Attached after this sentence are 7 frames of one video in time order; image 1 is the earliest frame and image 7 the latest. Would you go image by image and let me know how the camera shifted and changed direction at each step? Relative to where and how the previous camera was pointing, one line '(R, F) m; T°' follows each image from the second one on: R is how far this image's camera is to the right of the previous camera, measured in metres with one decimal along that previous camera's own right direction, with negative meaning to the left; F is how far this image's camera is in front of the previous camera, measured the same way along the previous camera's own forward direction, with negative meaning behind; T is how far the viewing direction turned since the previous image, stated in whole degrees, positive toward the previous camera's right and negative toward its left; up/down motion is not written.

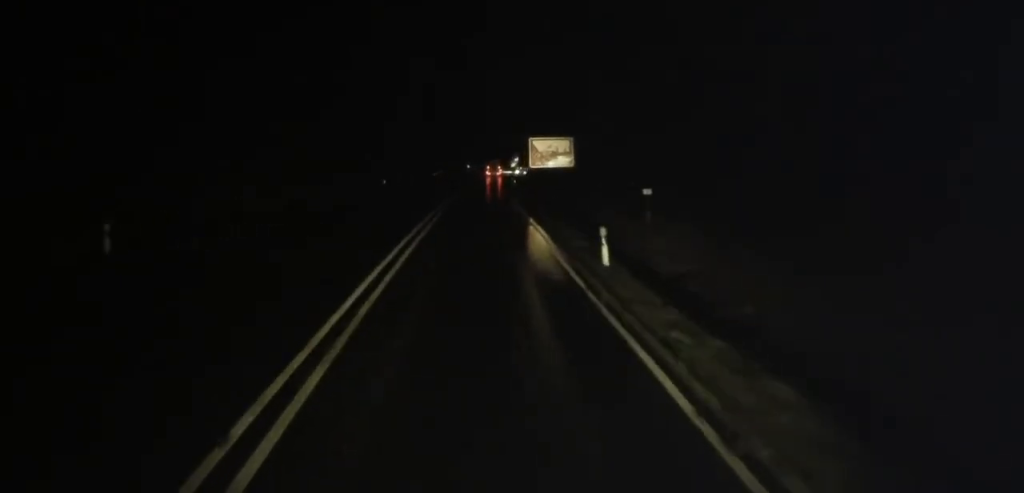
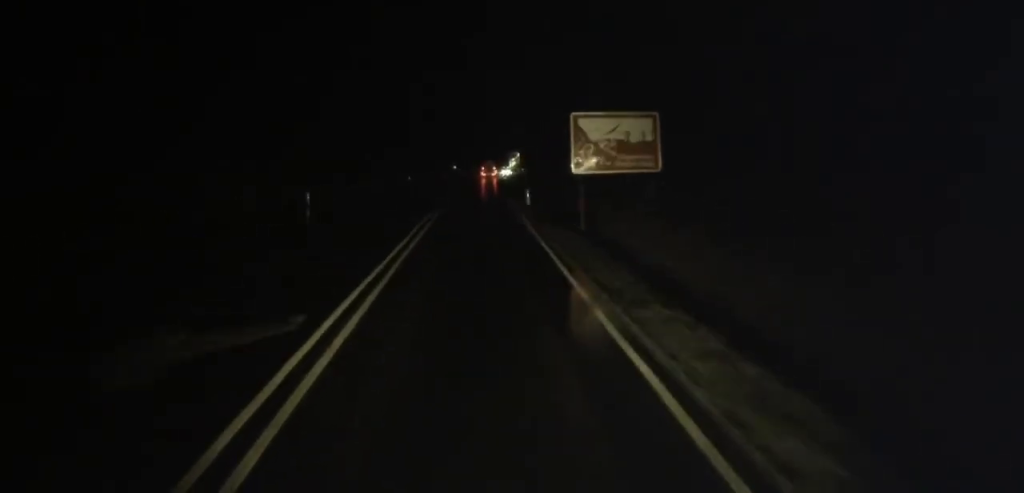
(+0.5, +27.3) m; +1°
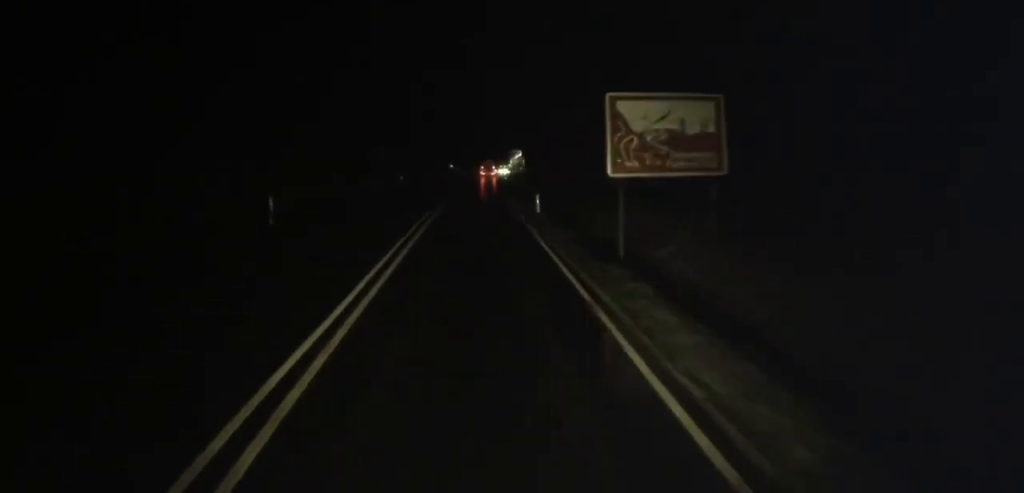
(-0.1, +7.1) m; 0°
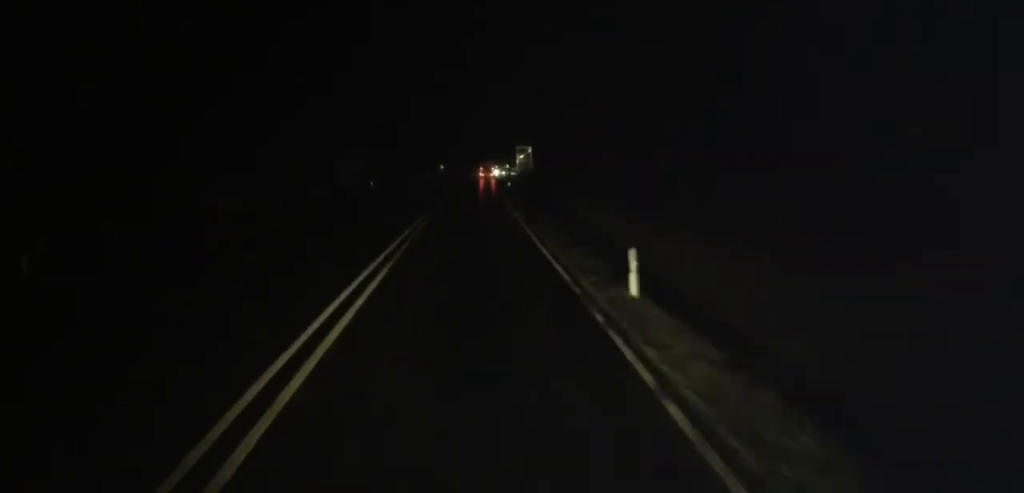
(-0.3, +19.6) m; -1°
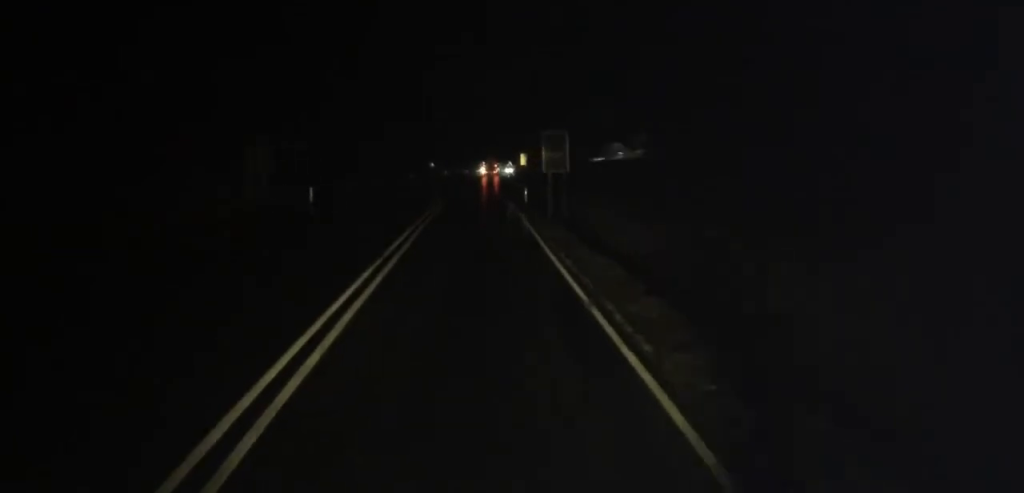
(-0.1, +22.5) m; +1°
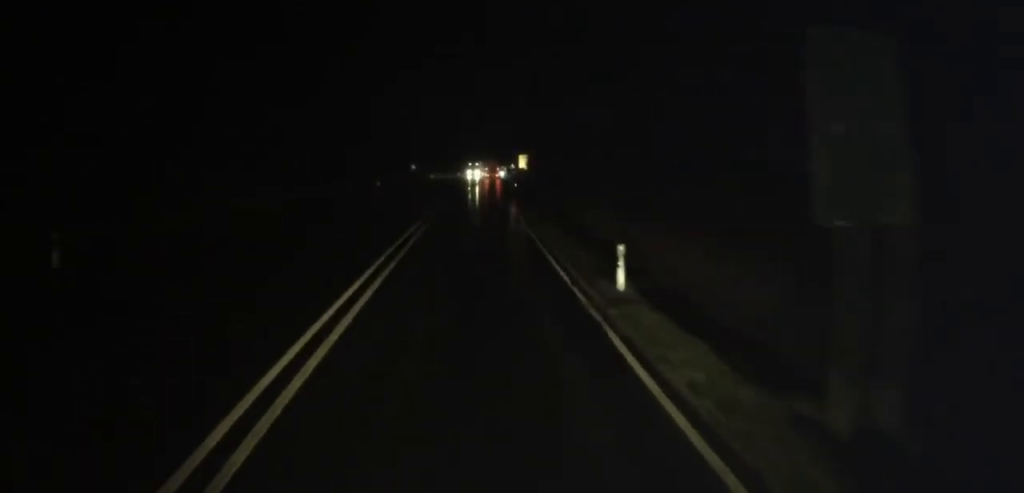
(+0.7, +26.5) m; +1°
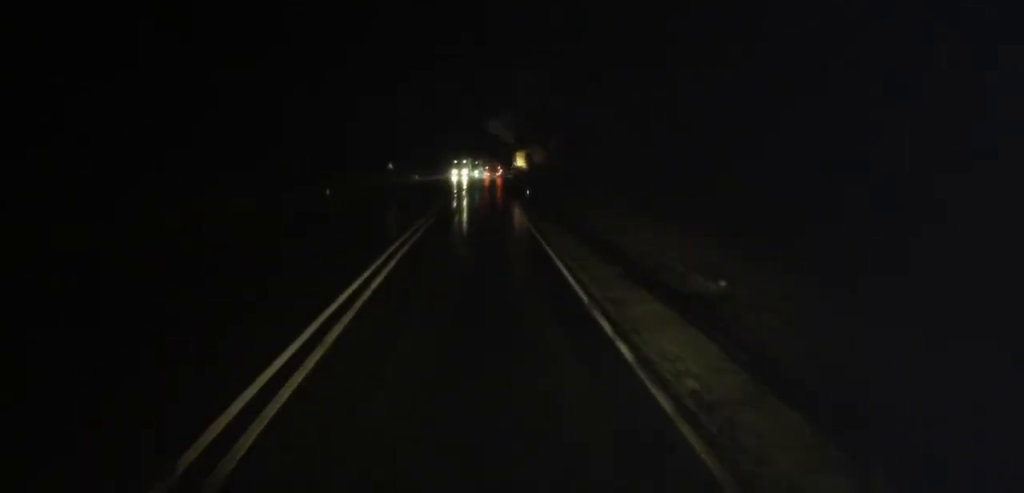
(-0.4, +19.7) m; 0°
